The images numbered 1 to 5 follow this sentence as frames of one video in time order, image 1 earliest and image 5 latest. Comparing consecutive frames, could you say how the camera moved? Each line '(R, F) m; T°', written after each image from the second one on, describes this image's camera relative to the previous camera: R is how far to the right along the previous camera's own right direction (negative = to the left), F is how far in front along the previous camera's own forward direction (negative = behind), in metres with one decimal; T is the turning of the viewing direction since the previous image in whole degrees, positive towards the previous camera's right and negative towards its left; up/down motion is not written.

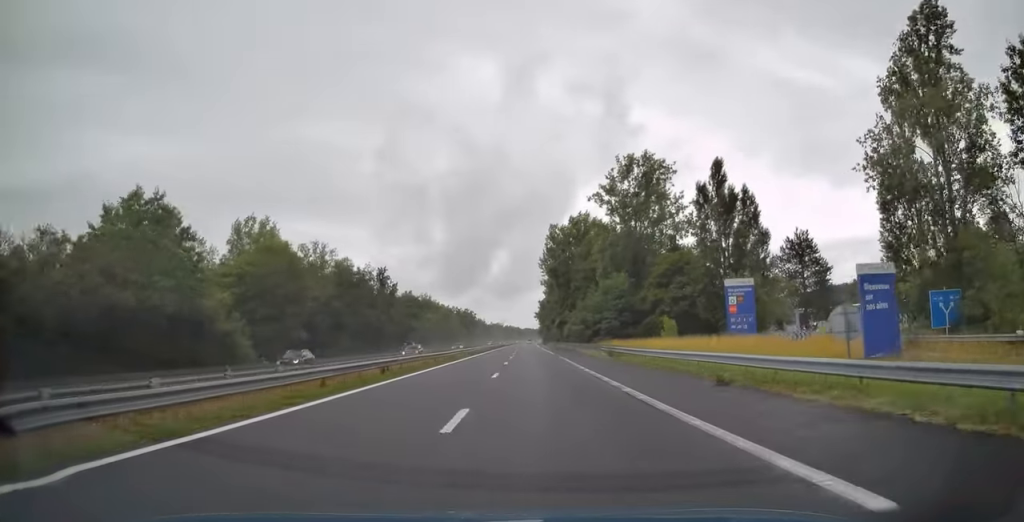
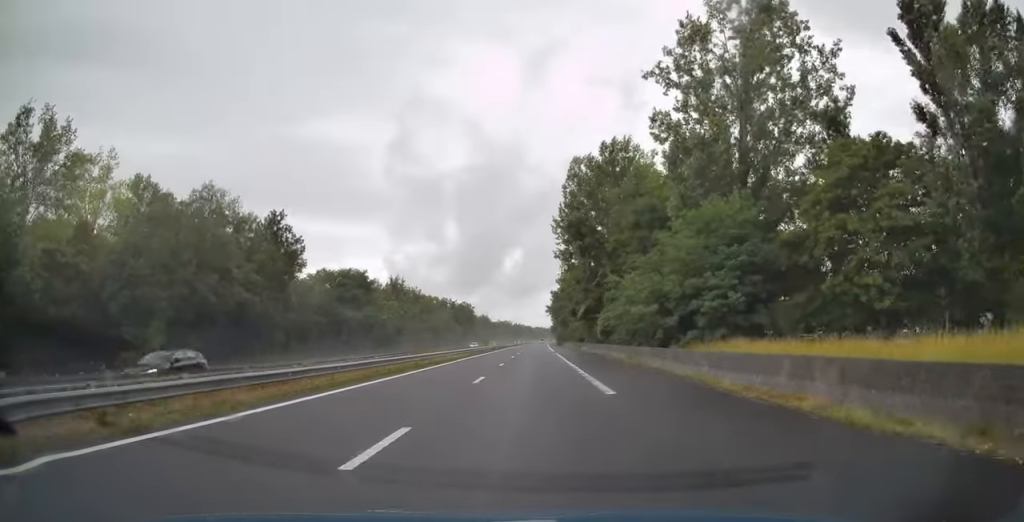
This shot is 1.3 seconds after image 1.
(-0.1, +42.9) m; -1°
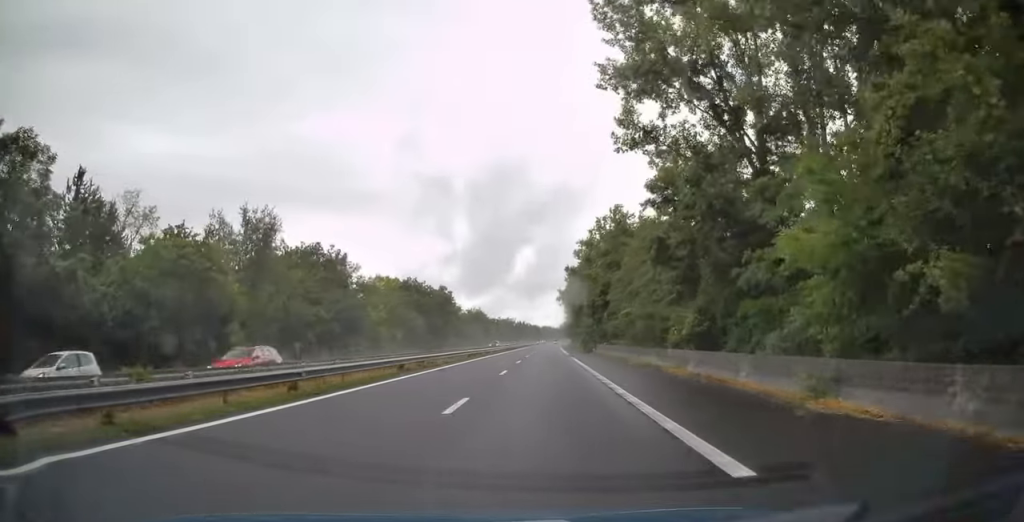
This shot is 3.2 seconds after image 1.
(-0.8, +60.1) m; -1°
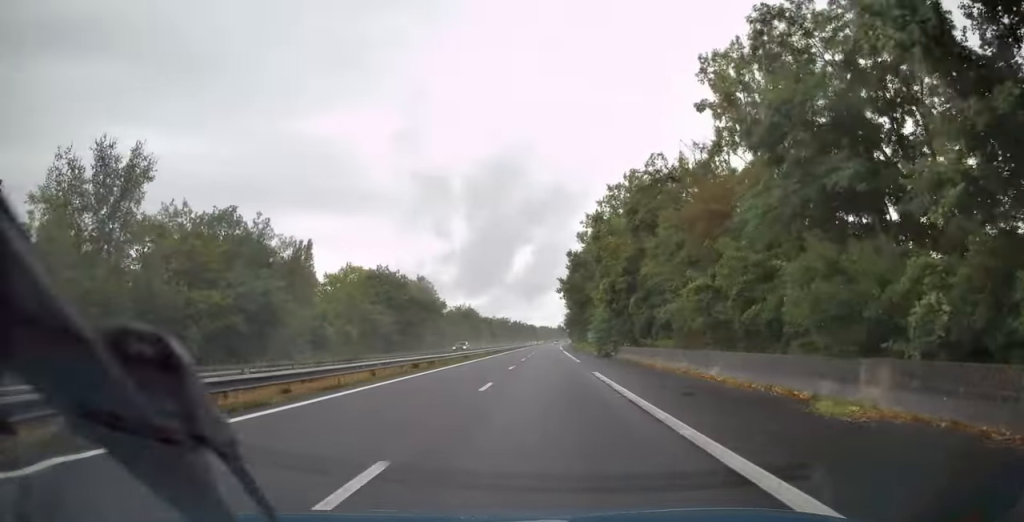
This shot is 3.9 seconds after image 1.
(0.0, +20.7) m; 0°
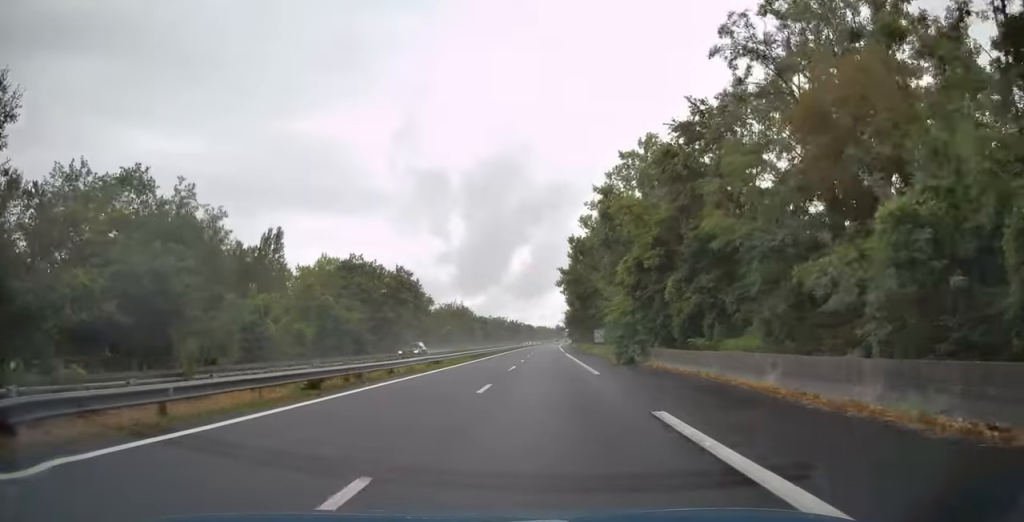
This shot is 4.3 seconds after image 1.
(0.0, +13.8) m; 0°
